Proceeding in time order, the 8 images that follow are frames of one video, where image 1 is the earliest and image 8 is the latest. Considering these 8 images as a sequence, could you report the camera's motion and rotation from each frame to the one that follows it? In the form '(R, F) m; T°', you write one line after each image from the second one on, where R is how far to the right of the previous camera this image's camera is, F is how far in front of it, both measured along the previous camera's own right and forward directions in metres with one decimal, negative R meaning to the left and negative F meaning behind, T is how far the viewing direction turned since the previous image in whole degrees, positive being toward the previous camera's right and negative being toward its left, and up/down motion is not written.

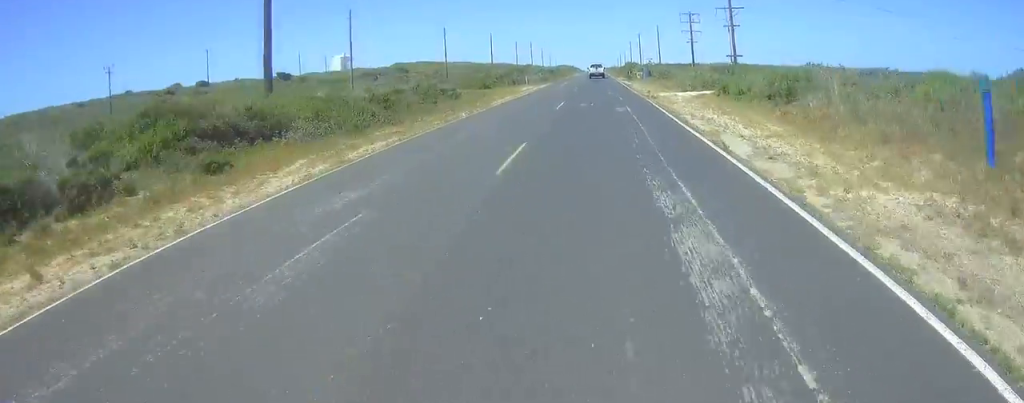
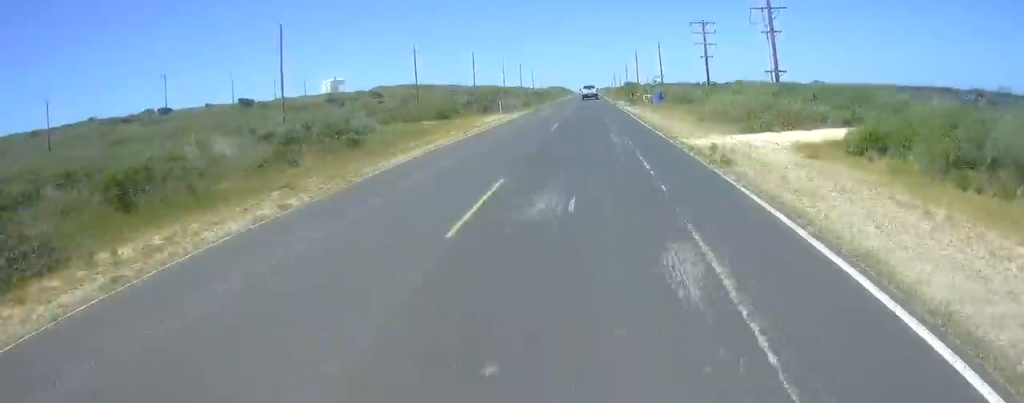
(-0.1, +18.6) m; 0°
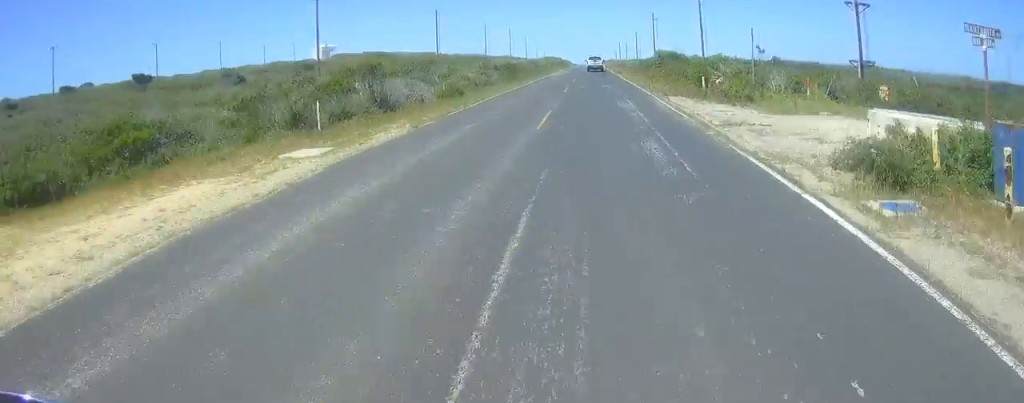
(0.0, +46.6) m; 0°
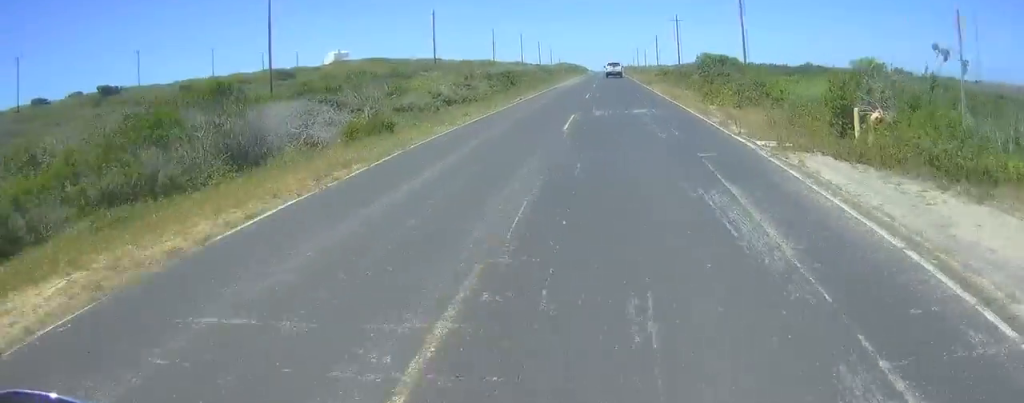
(+0.1, +16.0) m; +1°
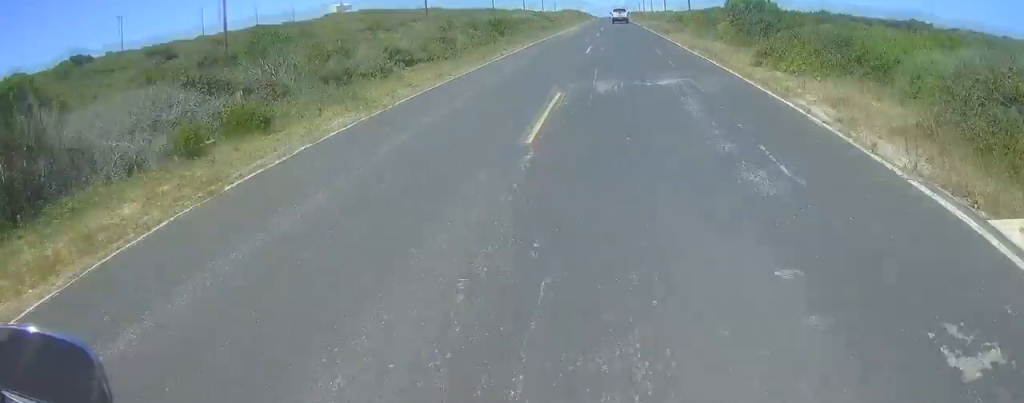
(+0.1, +9.1) m; 0°
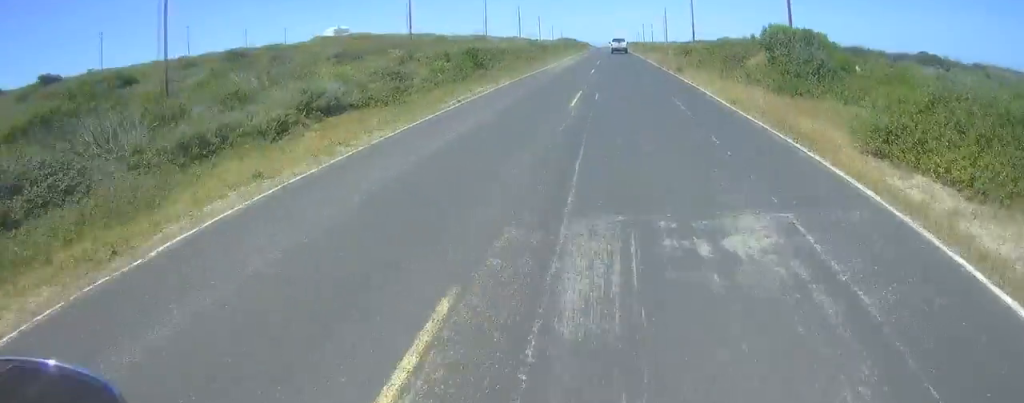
(+0.1, +8.4) m; 0°
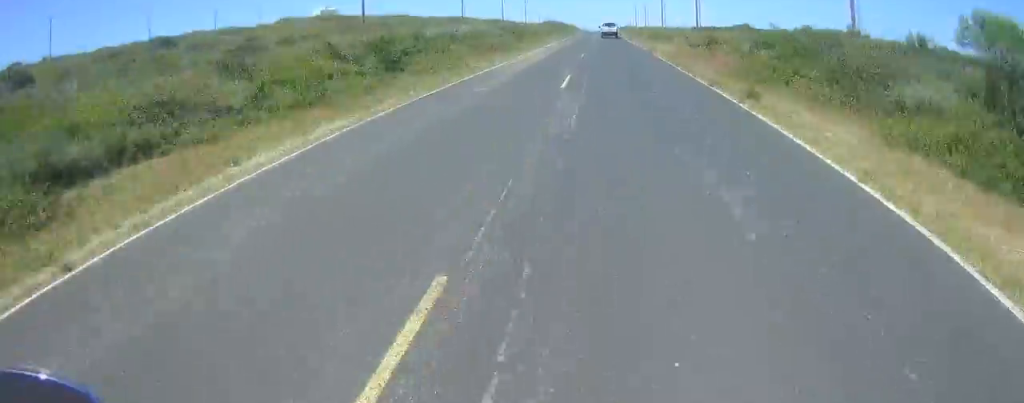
(-0.2, +17.0) m; -1°
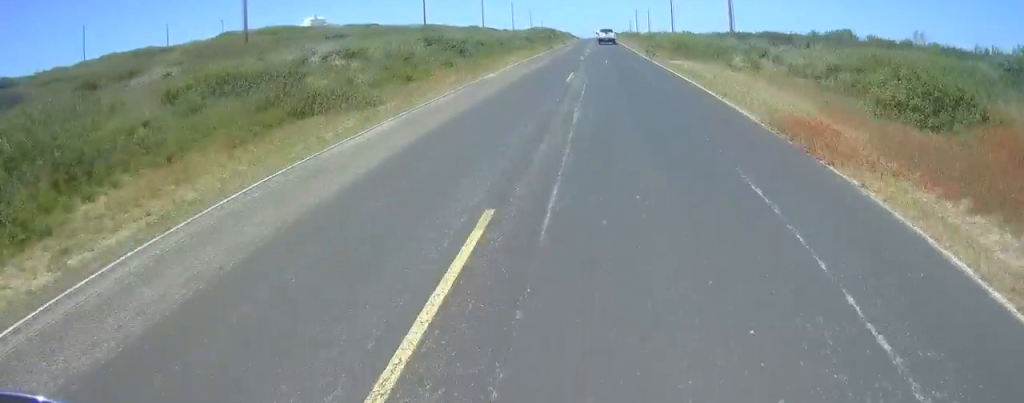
(-0.3, +30.1) m; 0°
